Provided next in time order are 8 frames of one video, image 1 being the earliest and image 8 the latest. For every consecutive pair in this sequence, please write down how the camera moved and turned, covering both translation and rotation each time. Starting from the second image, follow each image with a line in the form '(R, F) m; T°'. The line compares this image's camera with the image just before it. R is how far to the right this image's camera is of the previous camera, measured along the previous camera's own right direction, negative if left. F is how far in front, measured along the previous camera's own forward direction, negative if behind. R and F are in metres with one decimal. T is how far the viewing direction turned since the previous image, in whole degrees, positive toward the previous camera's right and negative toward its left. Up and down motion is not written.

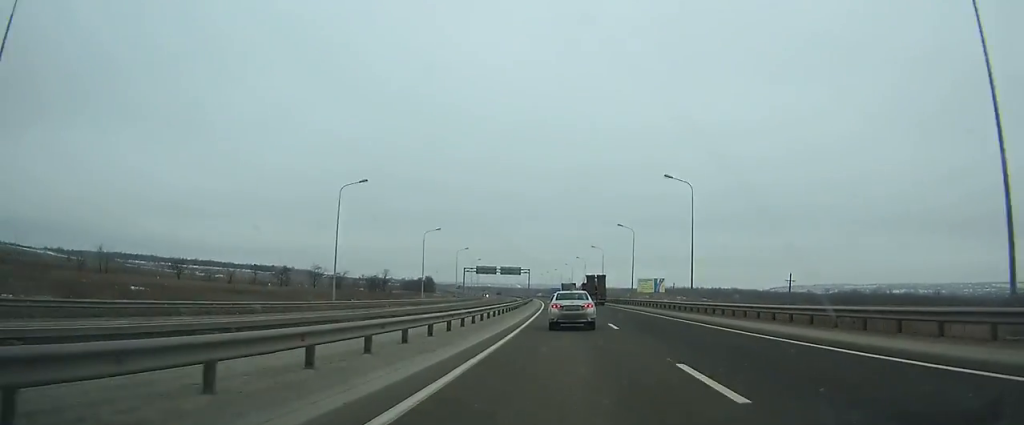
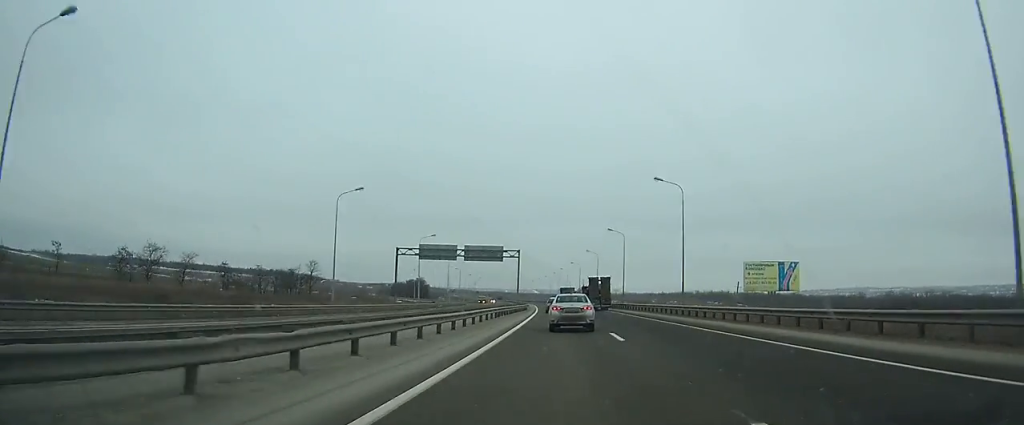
(-1.2, +69.5) m; -2°
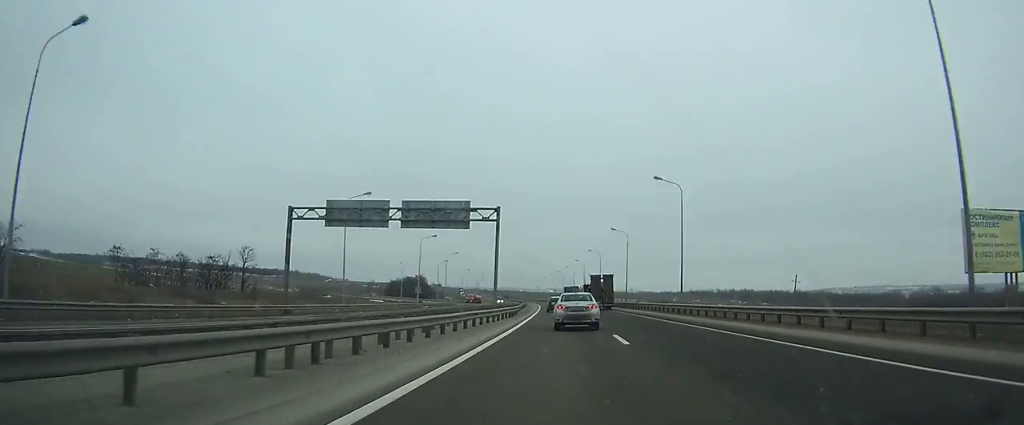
(+0.1, +33.9) m; -1°
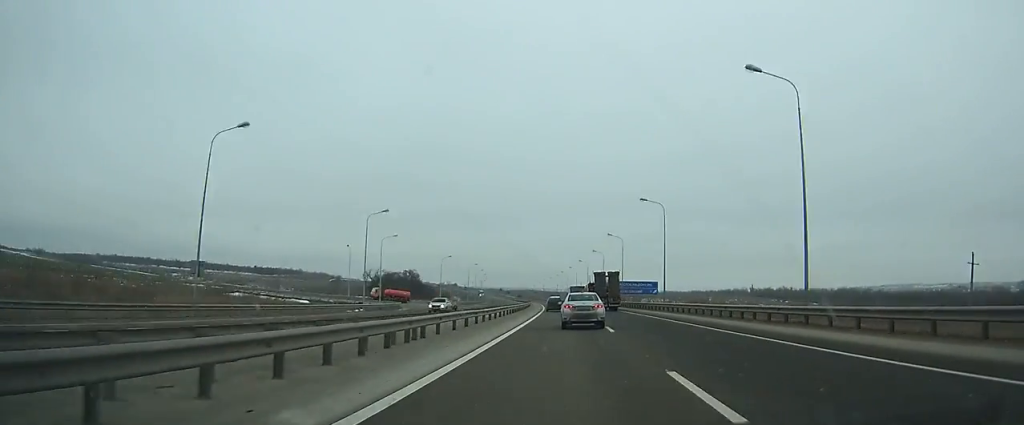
(-1.2, +58.9) m; -2°
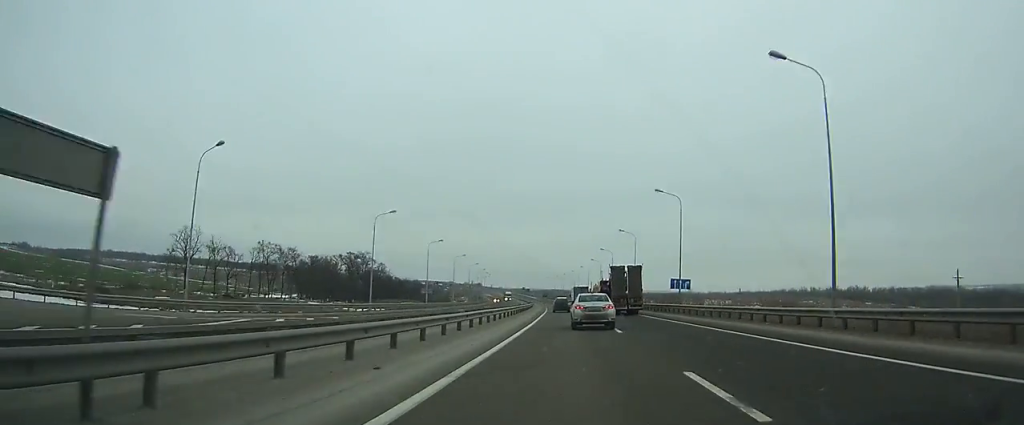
(-2.8, +98.3) m; -3°
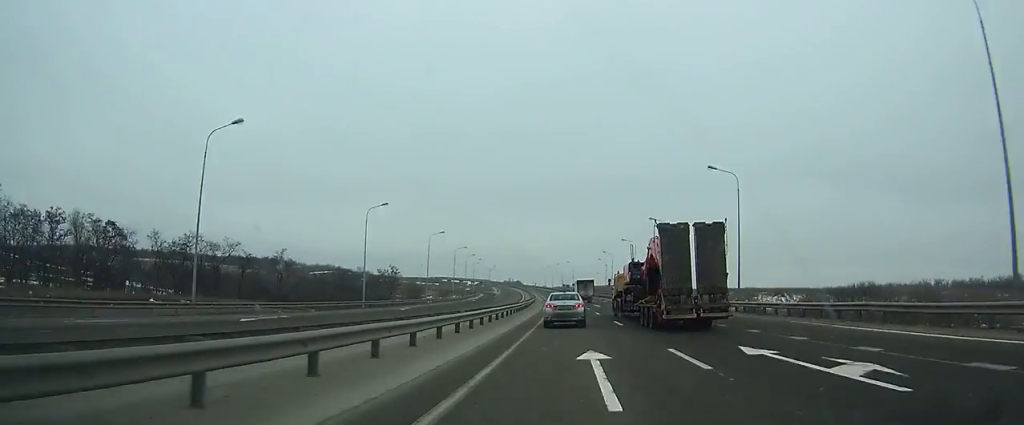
(-5.9, +157.4) m; -4°
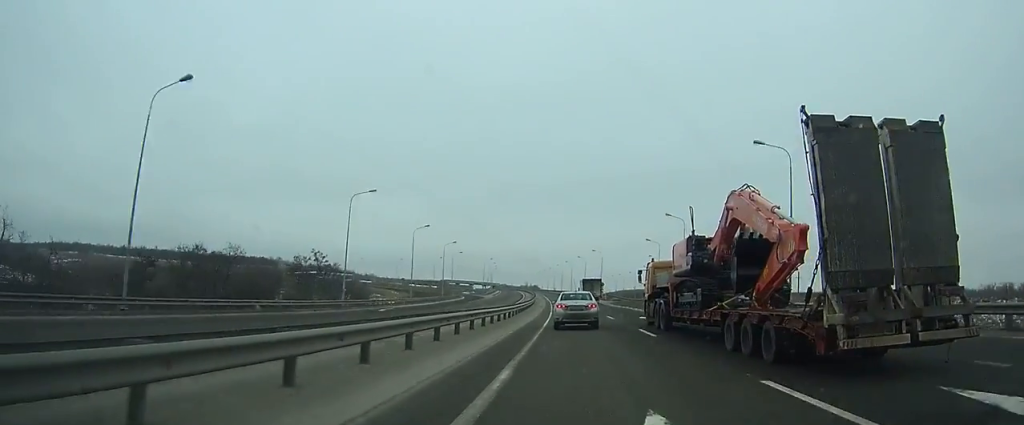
(-1.2, +66.7) m; -2°
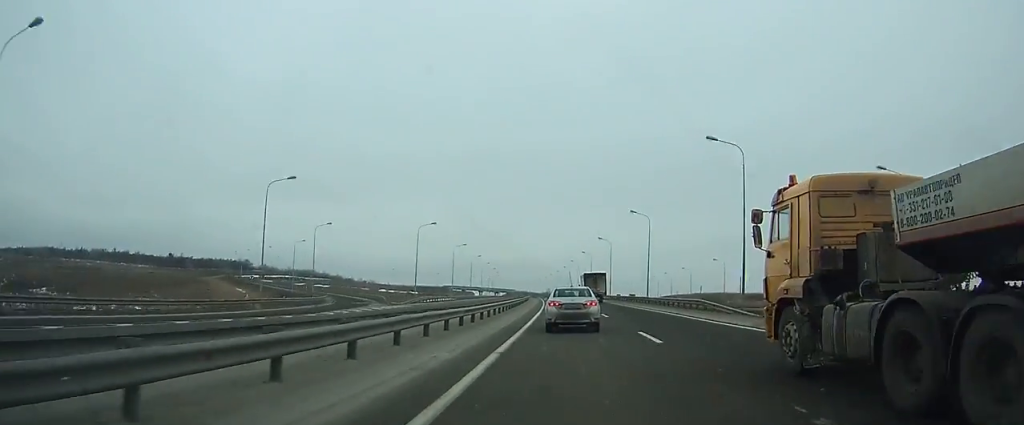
(-2.3, +97.1) m; -3°
